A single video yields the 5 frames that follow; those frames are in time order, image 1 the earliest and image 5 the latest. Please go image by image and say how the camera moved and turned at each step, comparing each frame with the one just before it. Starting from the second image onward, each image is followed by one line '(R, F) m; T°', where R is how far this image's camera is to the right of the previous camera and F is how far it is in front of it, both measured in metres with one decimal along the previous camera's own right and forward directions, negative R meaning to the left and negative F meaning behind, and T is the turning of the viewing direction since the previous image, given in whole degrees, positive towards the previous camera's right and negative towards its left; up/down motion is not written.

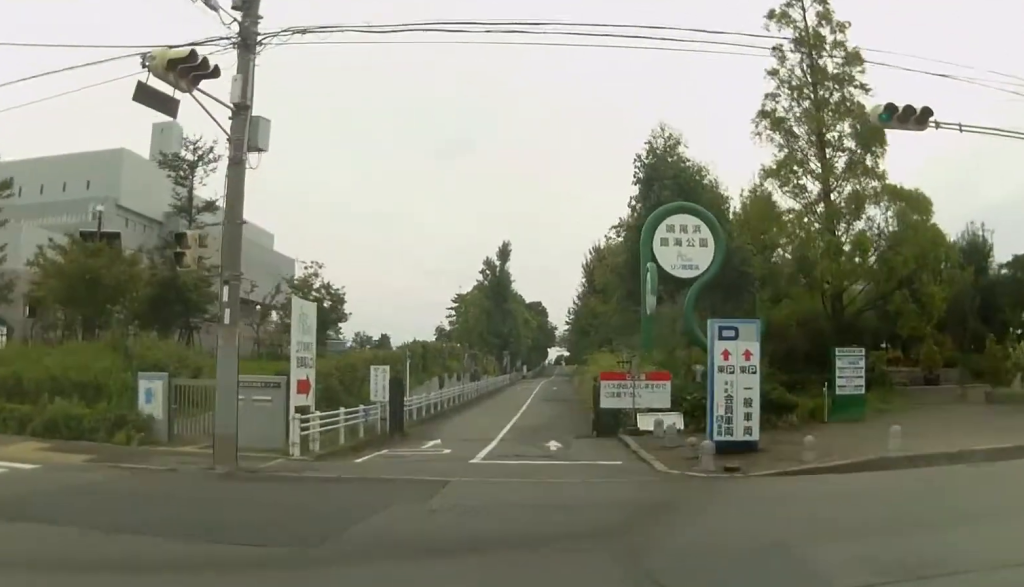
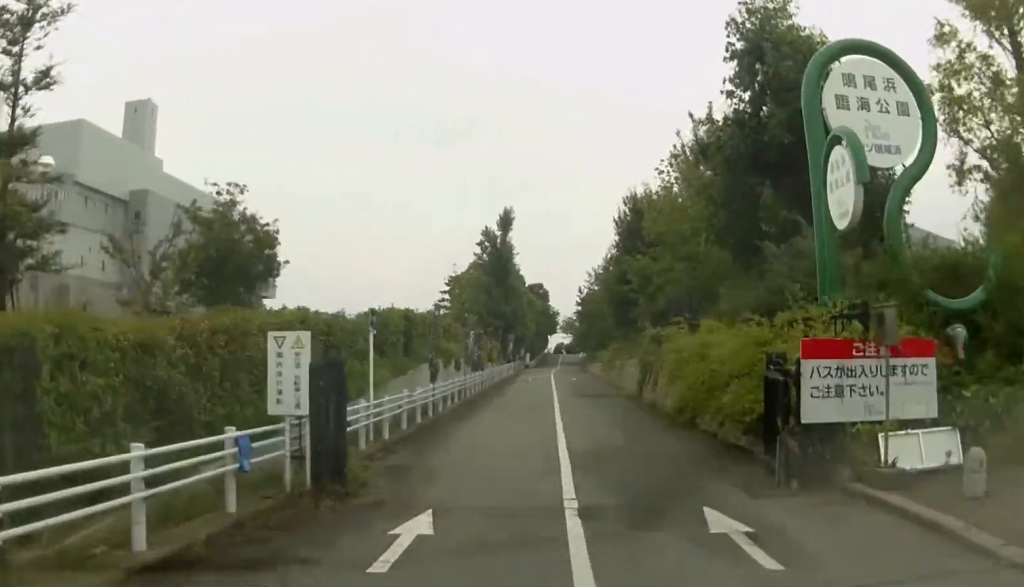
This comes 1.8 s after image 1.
(-0.5, +12.3) m; +3°
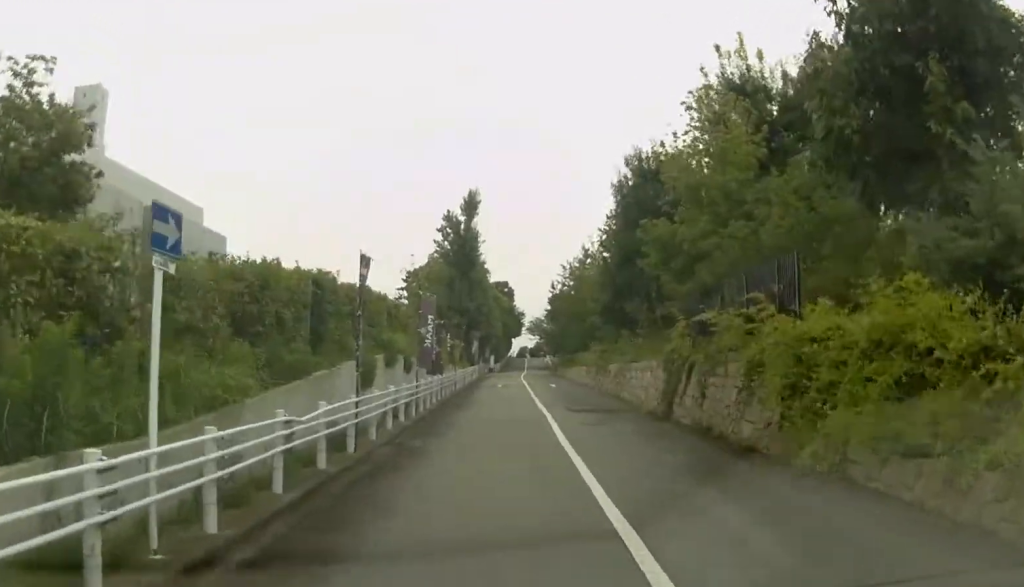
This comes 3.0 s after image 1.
(+0.4, +9.5) m; +3°
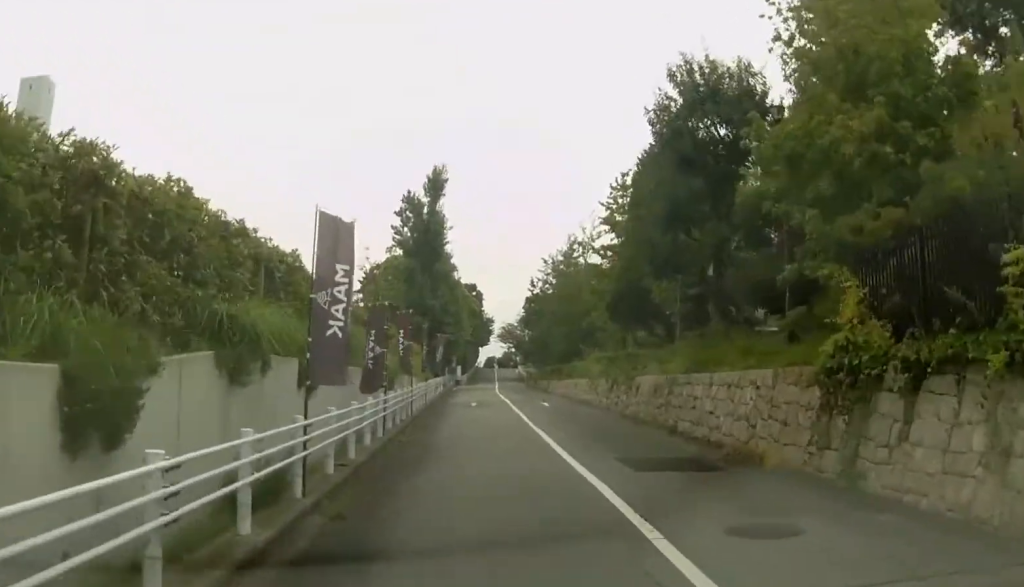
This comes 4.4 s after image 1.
(0.0, +11.3) m; +1°
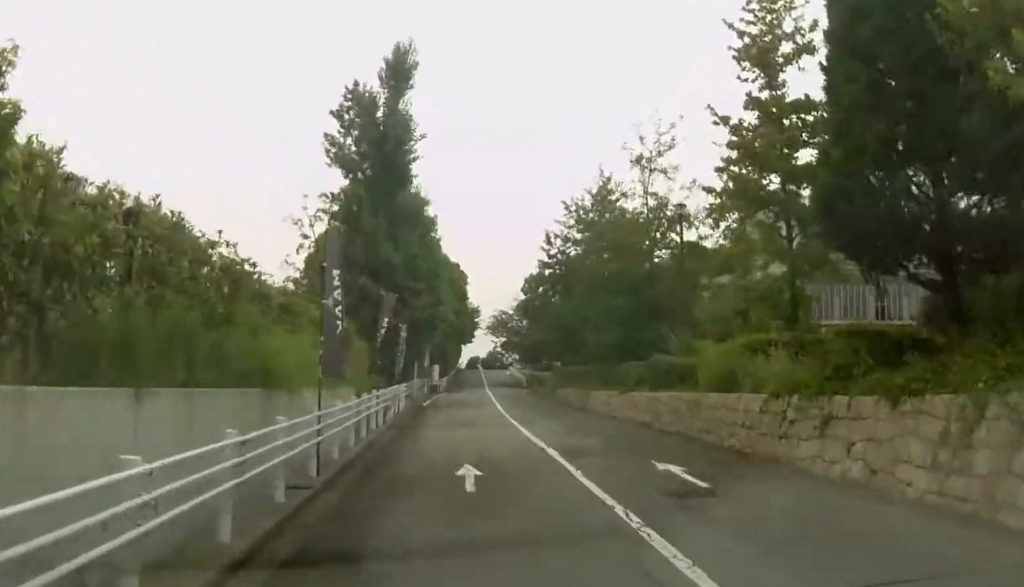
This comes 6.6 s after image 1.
(+0.6, +21.1) m; +2°
